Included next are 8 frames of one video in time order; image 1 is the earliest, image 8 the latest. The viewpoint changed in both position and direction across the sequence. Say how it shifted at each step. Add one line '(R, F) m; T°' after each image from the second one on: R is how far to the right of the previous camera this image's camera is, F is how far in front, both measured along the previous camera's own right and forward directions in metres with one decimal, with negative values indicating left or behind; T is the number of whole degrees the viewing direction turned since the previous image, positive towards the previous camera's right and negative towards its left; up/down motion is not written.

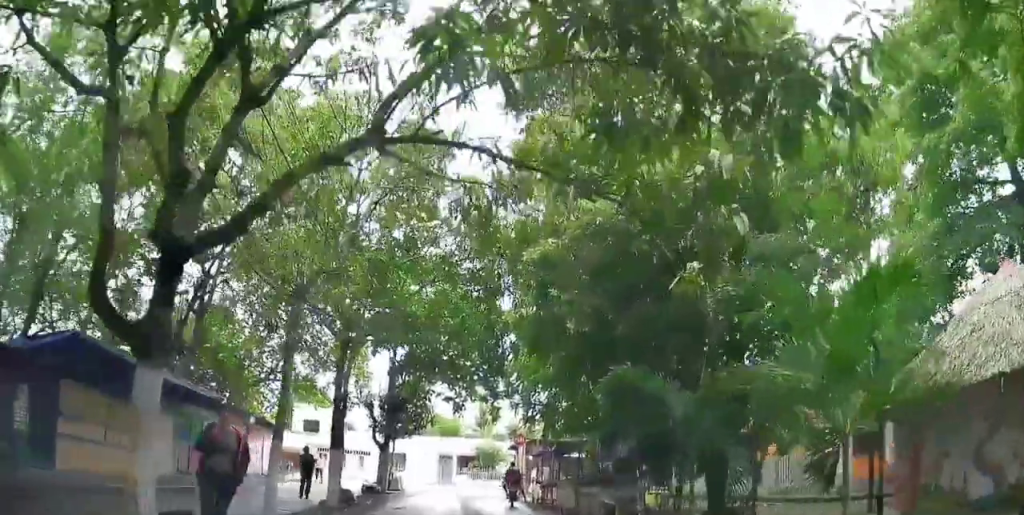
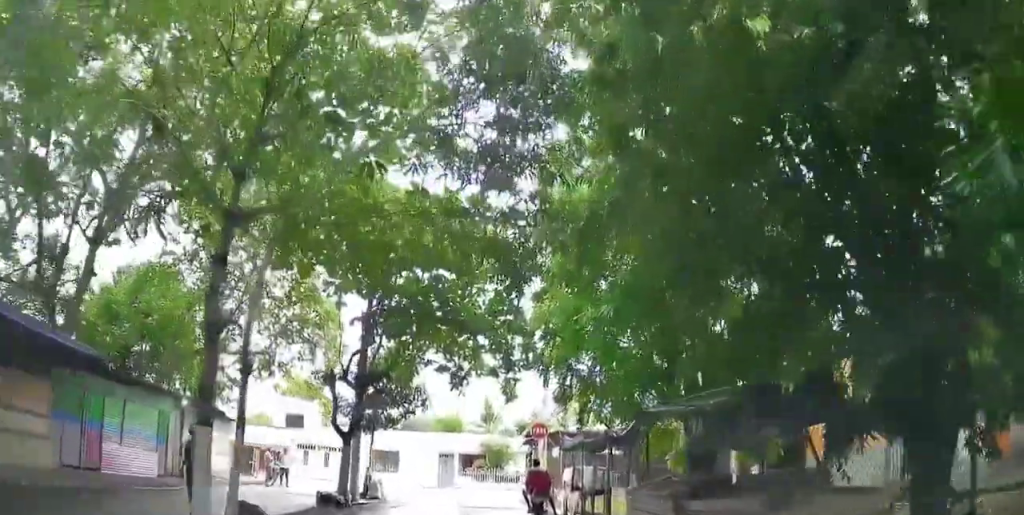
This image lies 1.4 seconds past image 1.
(-0.3, +5.8) m; -3°
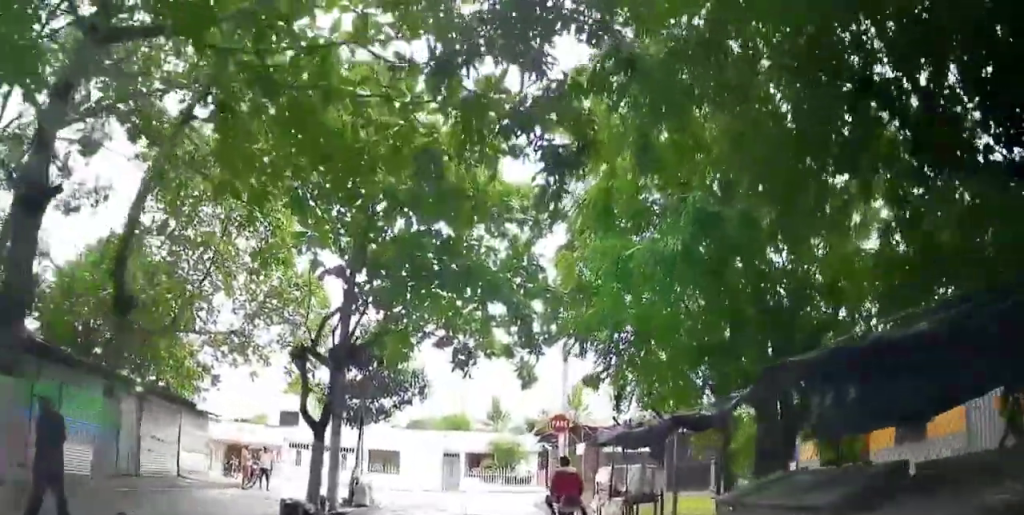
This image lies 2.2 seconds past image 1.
(0.0, +3.0) m; 0°
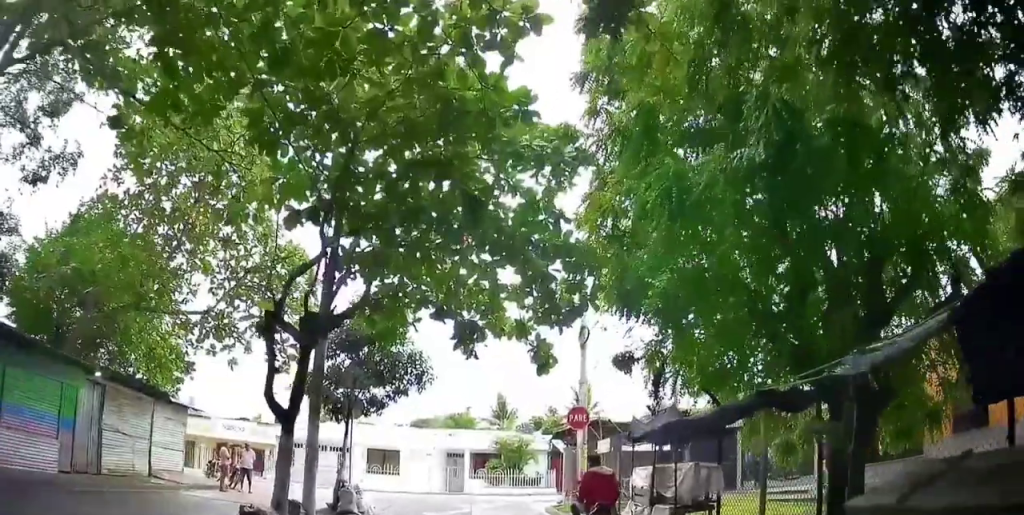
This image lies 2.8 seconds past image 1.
(0.0, +2.2) m; -2°
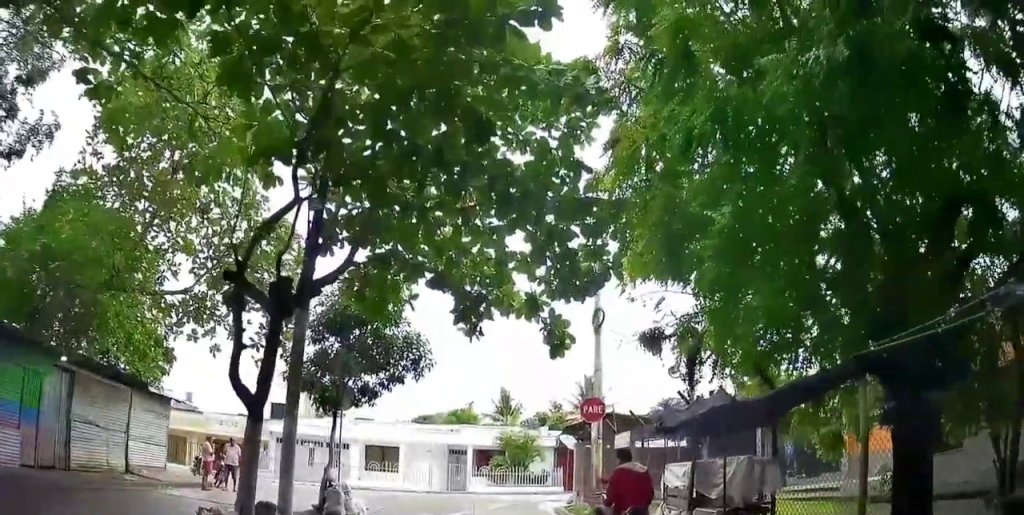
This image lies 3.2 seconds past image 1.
(0.0, +1.6) m; -2°
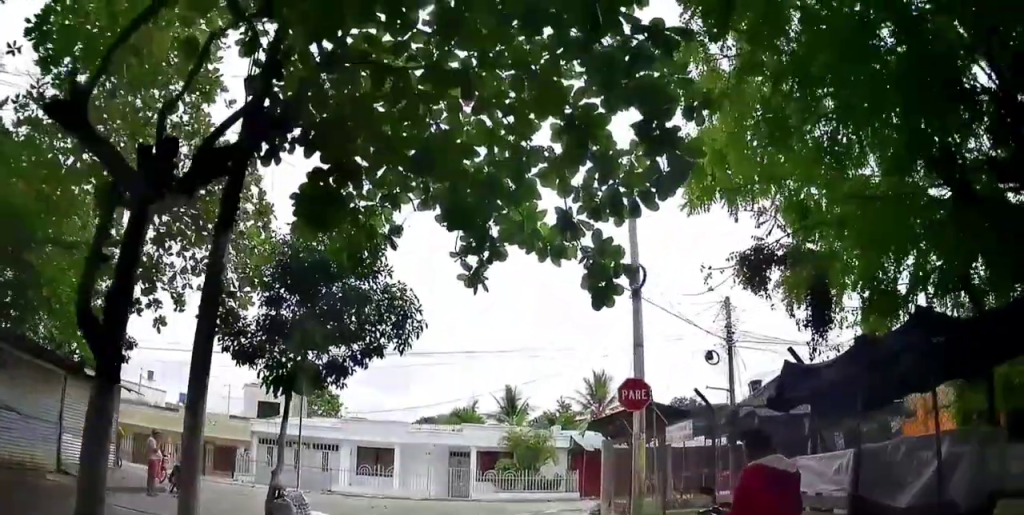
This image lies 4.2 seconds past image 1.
(-0.2, +3.6) m; 0°
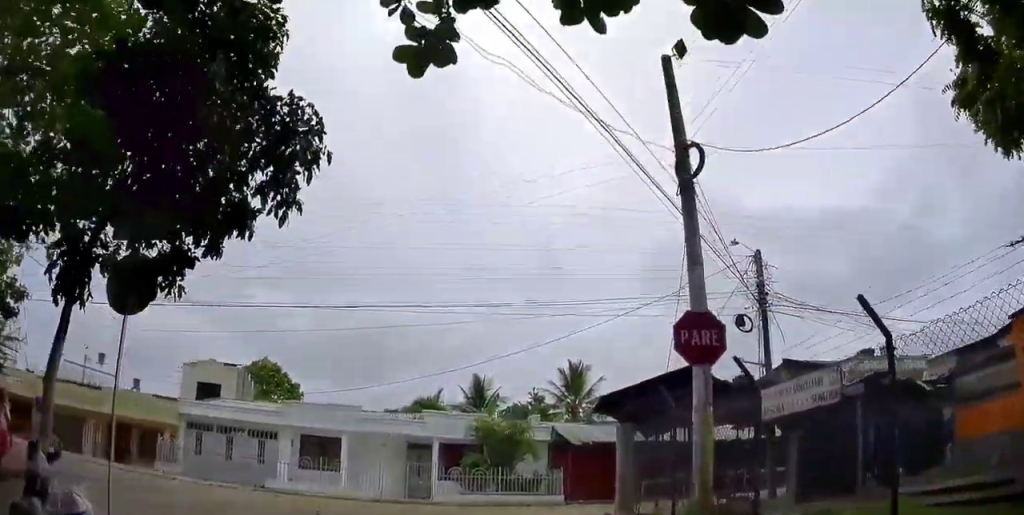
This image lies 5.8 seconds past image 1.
(+0.5, +5.3) m; +8°
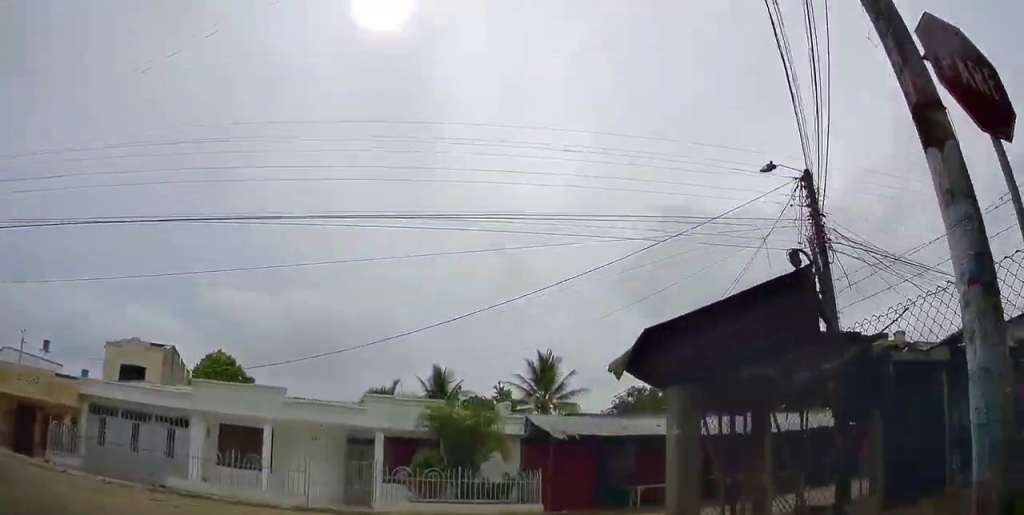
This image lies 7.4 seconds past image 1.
(+0.3, +5.8) m; +2°
